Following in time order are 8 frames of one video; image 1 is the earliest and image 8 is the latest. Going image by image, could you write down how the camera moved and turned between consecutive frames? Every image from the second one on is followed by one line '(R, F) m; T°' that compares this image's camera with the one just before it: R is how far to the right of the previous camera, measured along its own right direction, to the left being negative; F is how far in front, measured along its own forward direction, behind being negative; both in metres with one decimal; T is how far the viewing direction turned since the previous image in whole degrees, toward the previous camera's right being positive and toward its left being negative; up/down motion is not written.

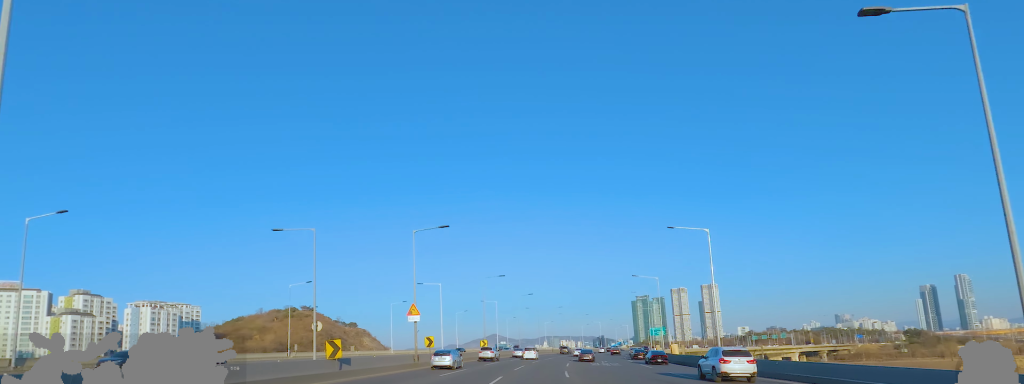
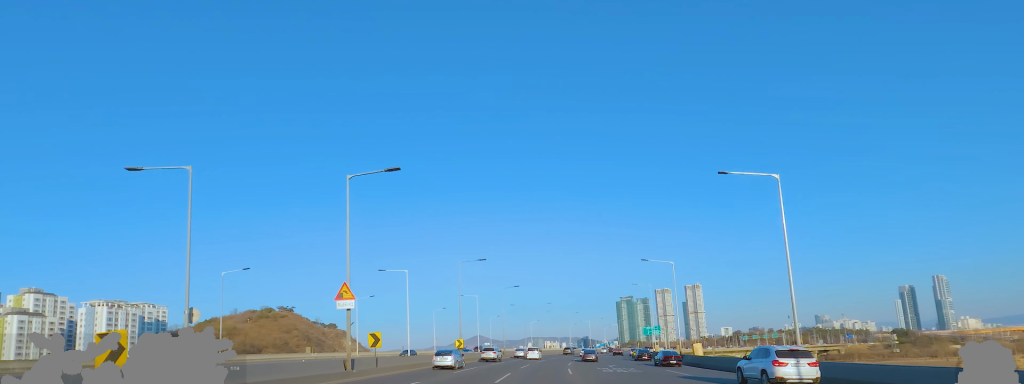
(0.0, +14.1) m; +3°
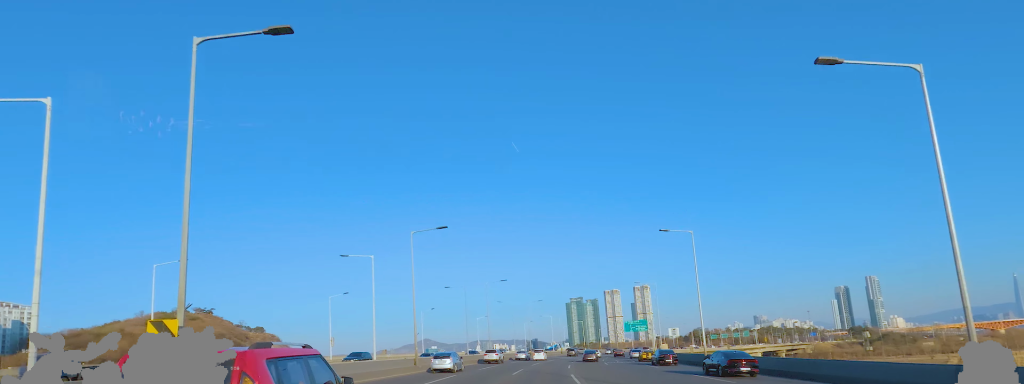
(+4.1, +43.1) m; +6°
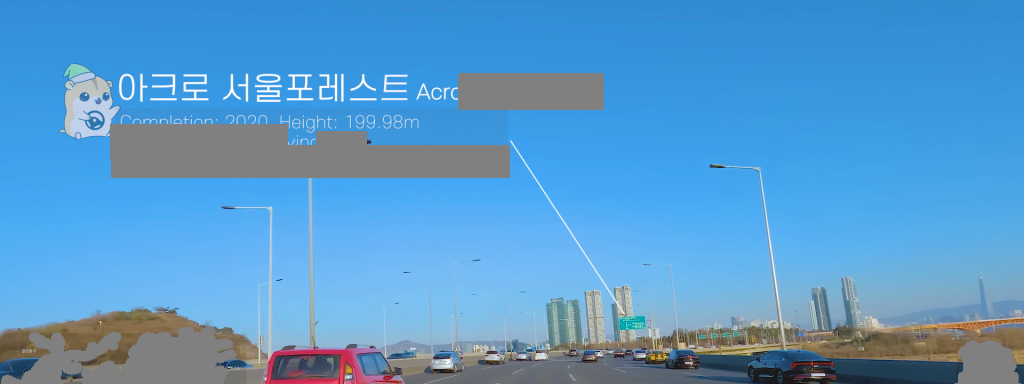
(+0.2, +17.6) m; +2°
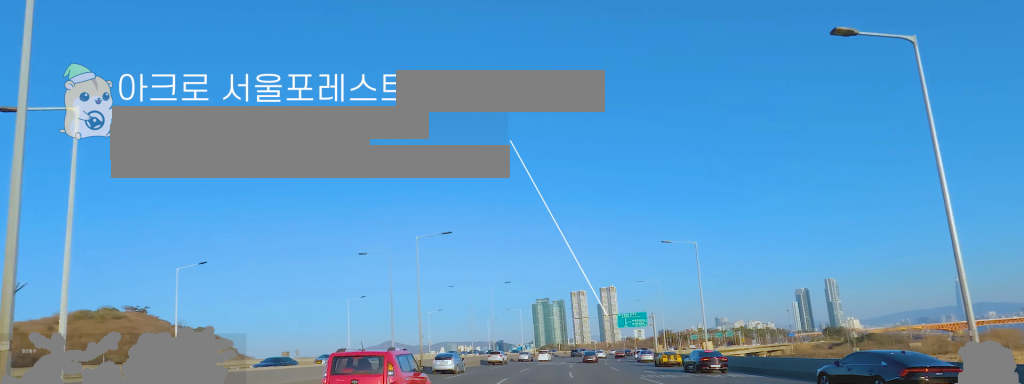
(+0.5, +13.8) m; +2°
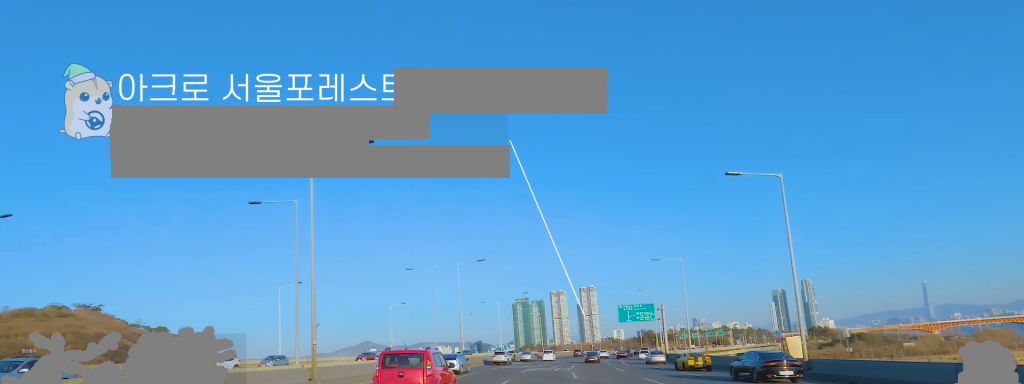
(0.0, +19.1) m; +1°
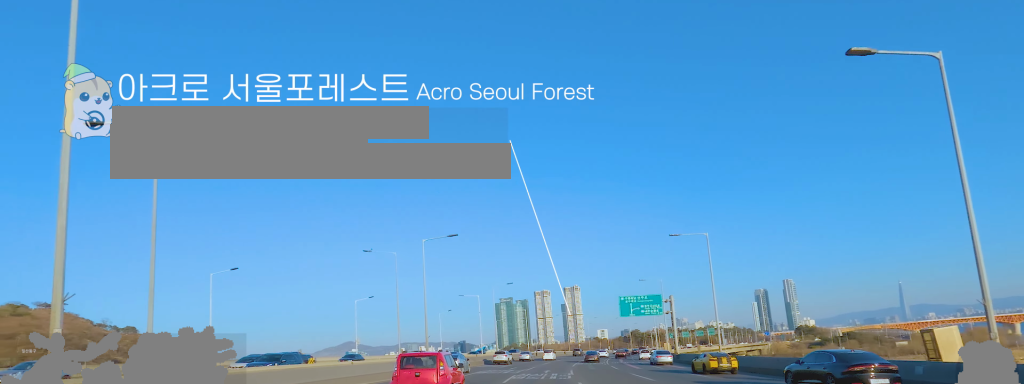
(-0.1, +12.5) m; +3°
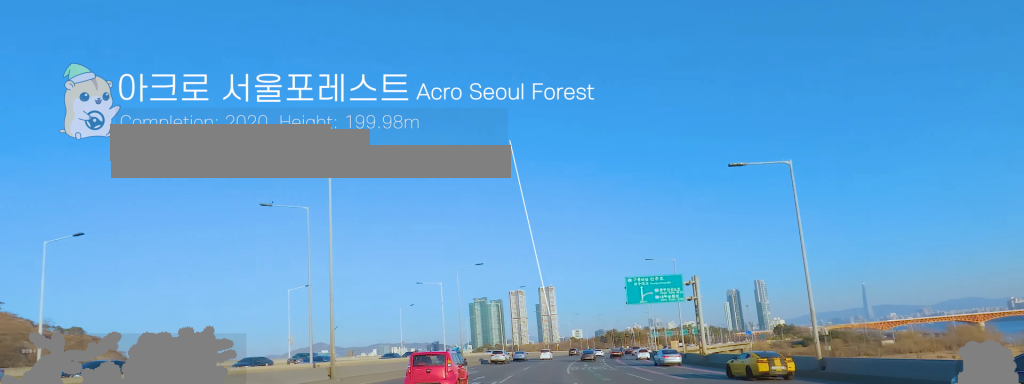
(+1.0, +17.7) m; +4°
